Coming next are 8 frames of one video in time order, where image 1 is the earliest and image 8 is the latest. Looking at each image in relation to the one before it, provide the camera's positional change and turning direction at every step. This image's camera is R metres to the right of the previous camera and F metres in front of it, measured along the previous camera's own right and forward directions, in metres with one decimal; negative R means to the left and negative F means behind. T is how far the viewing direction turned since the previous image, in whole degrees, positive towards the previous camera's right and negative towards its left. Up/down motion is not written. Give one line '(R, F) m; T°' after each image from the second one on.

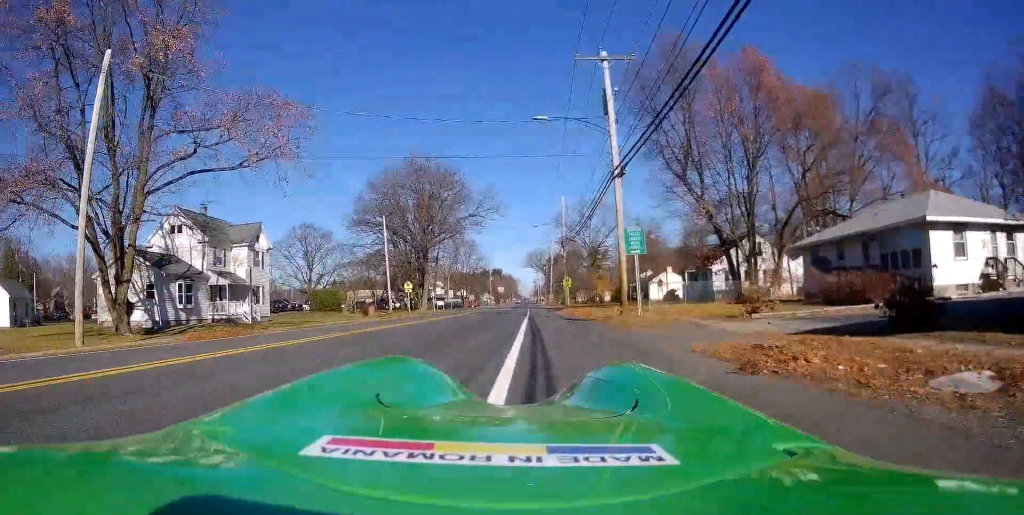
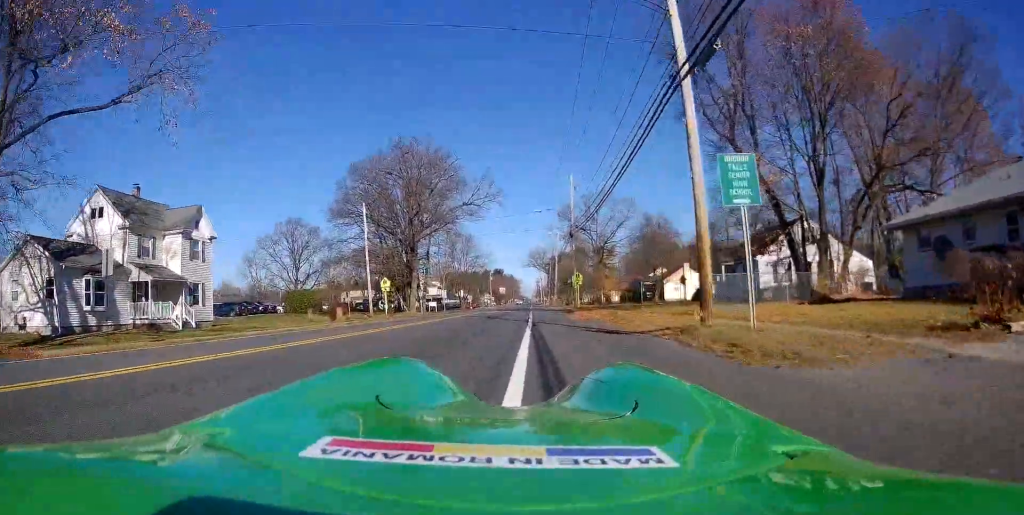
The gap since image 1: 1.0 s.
(+0.2, +8.1) m; -2°
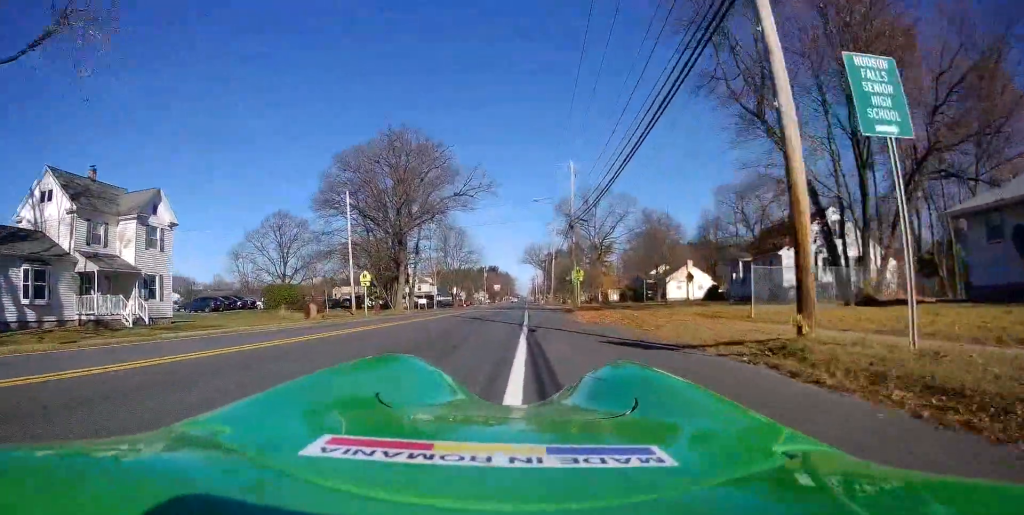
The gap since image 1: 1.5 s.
(-0.2, +4.4) m; -2°
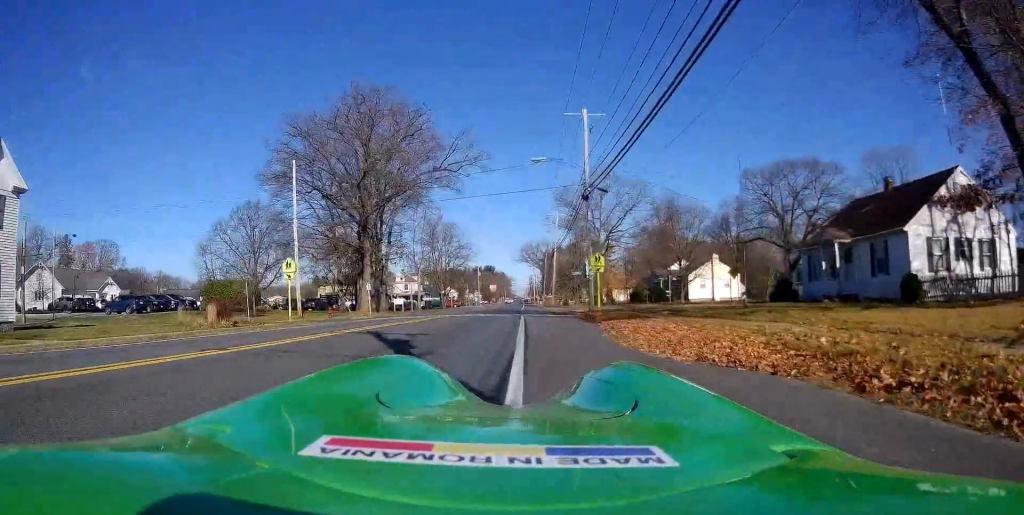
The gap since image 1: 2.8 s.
(-0.5, +13.7) m; -1°
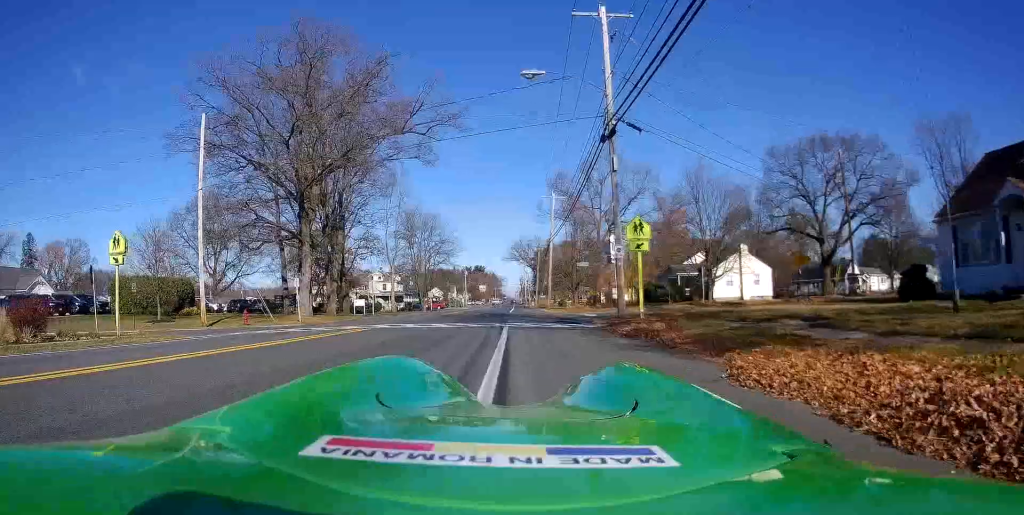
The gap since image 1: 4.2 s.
(+0.4, +13.6) m; +3°
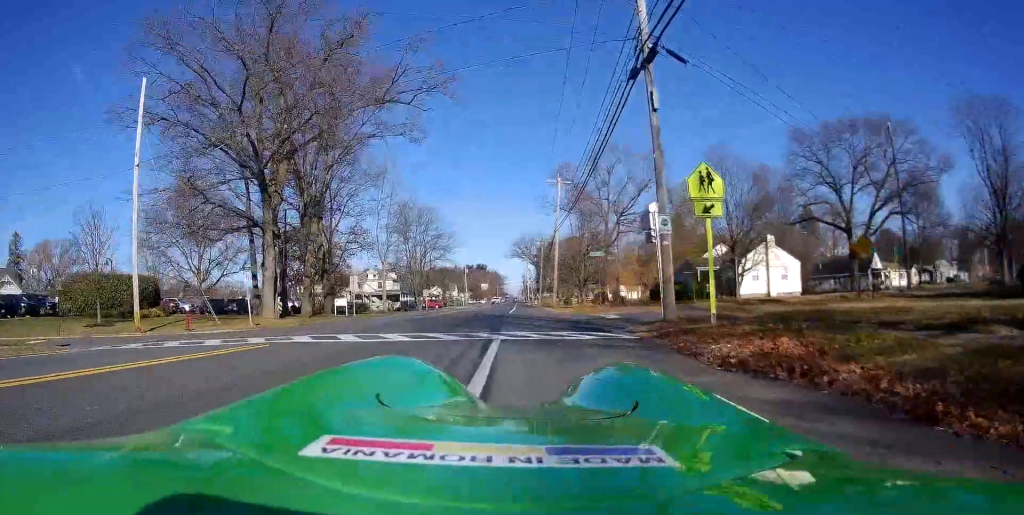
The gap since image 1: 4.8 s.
(0.0, +6.8) m; +1°
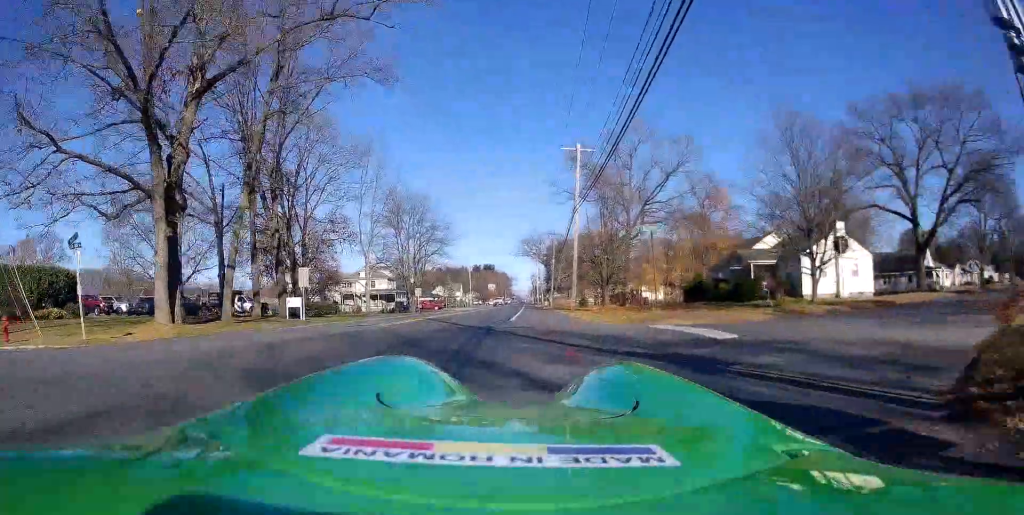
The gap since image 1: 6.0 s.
(+0.2, +12.0) m; -4°
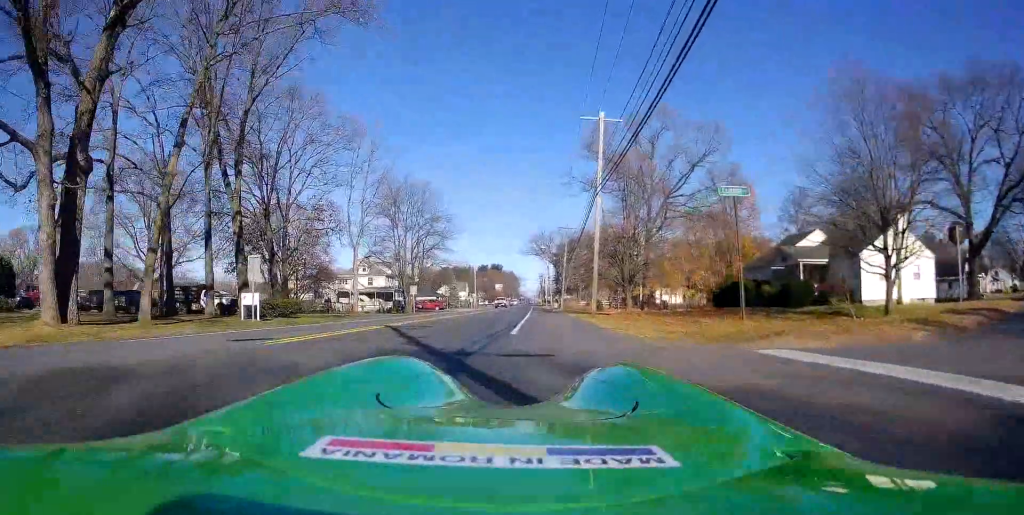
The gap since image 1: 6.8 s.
(-0.8, +7.8) m; -2°
